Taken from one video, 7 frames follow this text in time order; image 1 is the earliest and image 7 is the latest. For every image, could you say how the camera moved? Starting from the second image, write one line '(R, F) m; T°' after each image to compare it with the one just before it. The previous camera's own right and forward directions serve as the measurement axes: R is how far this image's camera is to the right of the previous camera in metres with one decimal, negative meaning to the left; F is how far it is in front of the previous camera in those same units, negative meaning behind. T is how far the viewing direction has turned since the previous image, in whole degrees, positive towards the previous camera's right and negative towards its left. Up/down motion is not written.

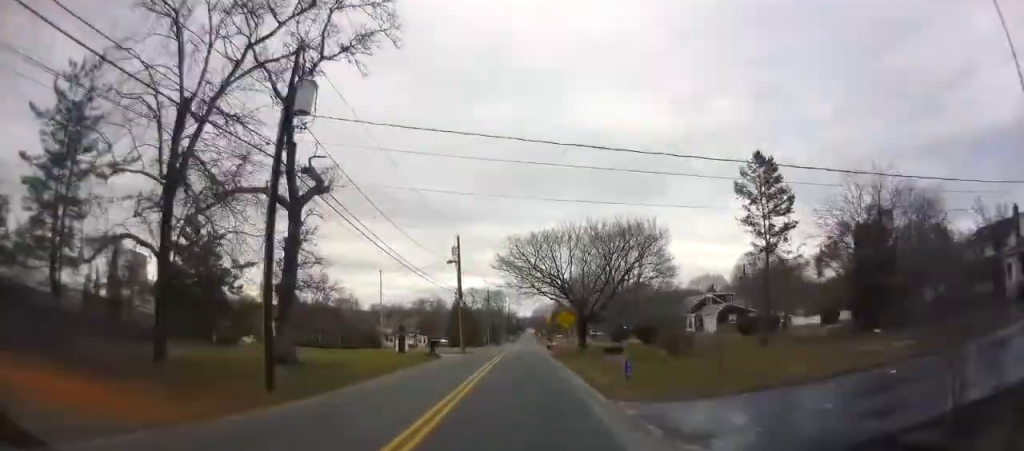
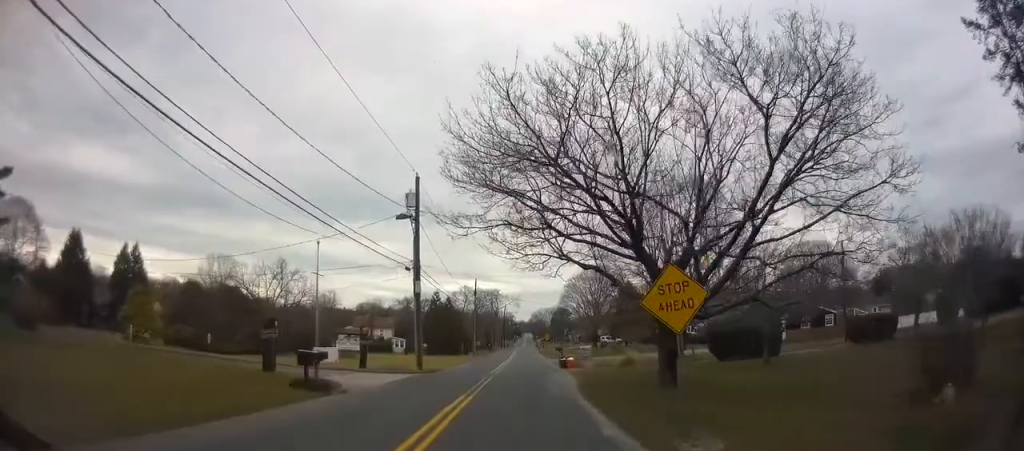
(0.0, +22.6) m; 0°
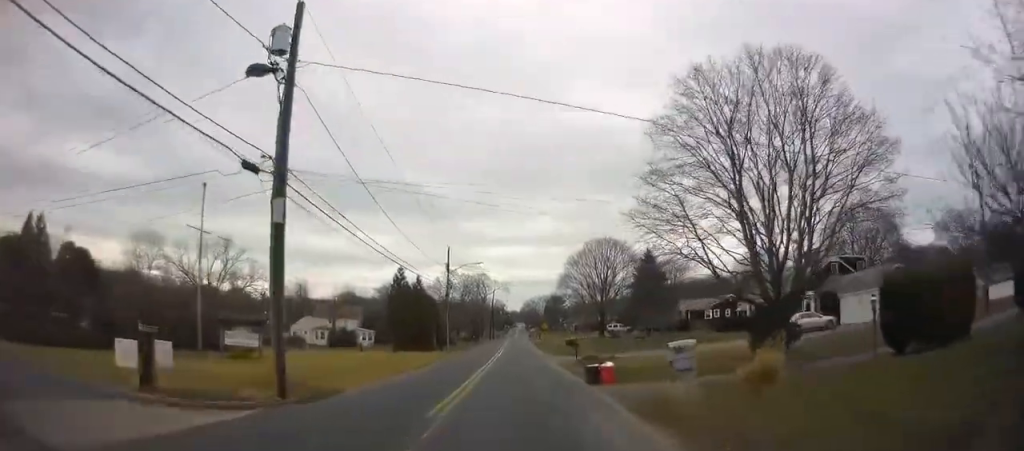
(+0.4, +17.8) m; +1°
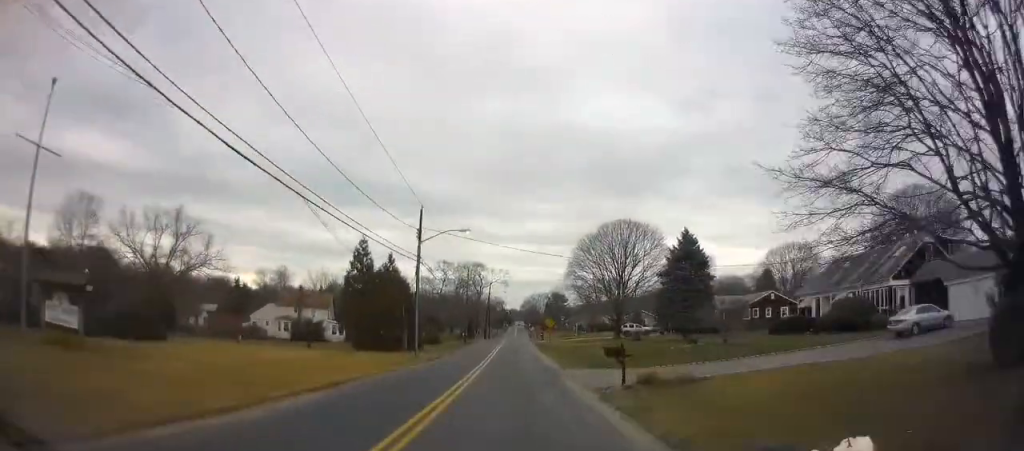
(-0.1, +14.3) m; 0°
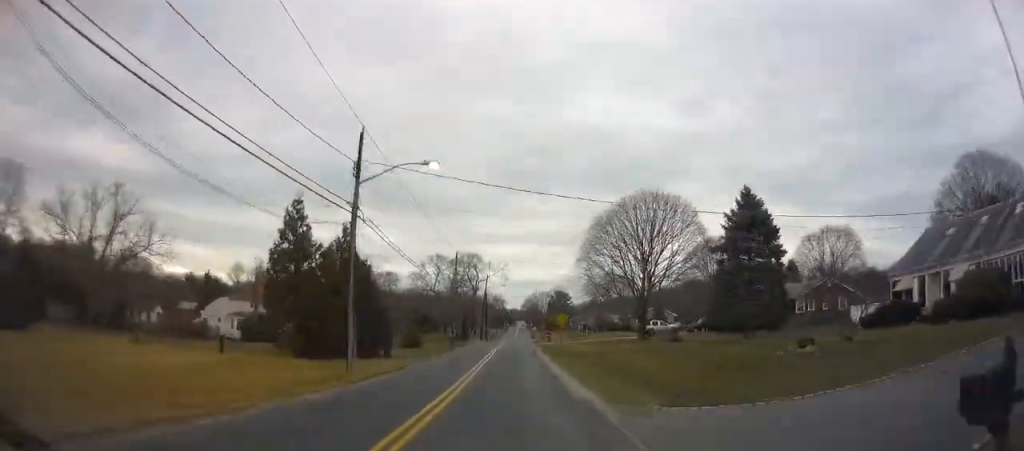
(+0.1, +13.8) m; 0°
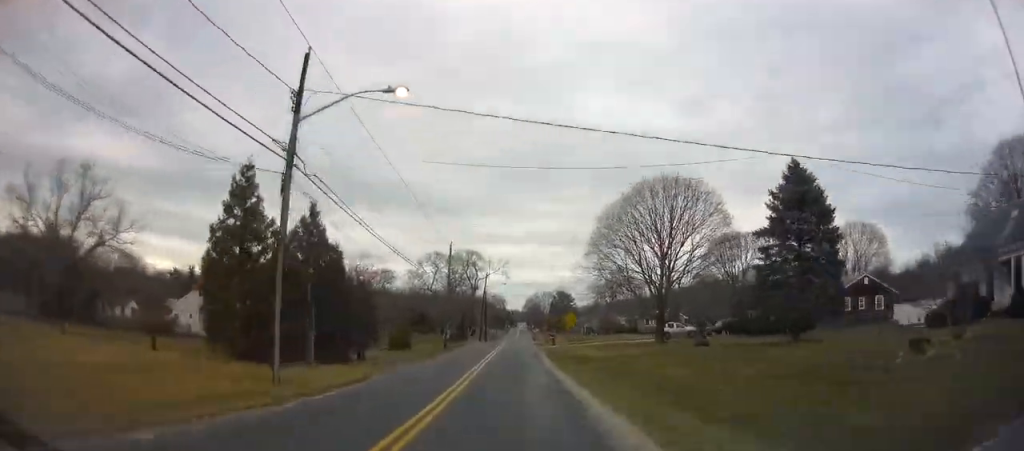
(-0.1, +6.6) m; 0°
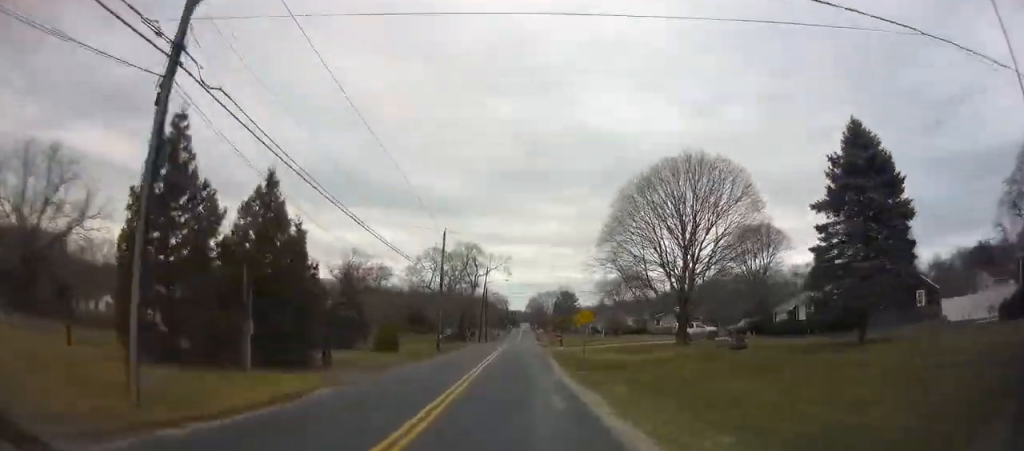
(-0.1, +6.2) m; 0°
